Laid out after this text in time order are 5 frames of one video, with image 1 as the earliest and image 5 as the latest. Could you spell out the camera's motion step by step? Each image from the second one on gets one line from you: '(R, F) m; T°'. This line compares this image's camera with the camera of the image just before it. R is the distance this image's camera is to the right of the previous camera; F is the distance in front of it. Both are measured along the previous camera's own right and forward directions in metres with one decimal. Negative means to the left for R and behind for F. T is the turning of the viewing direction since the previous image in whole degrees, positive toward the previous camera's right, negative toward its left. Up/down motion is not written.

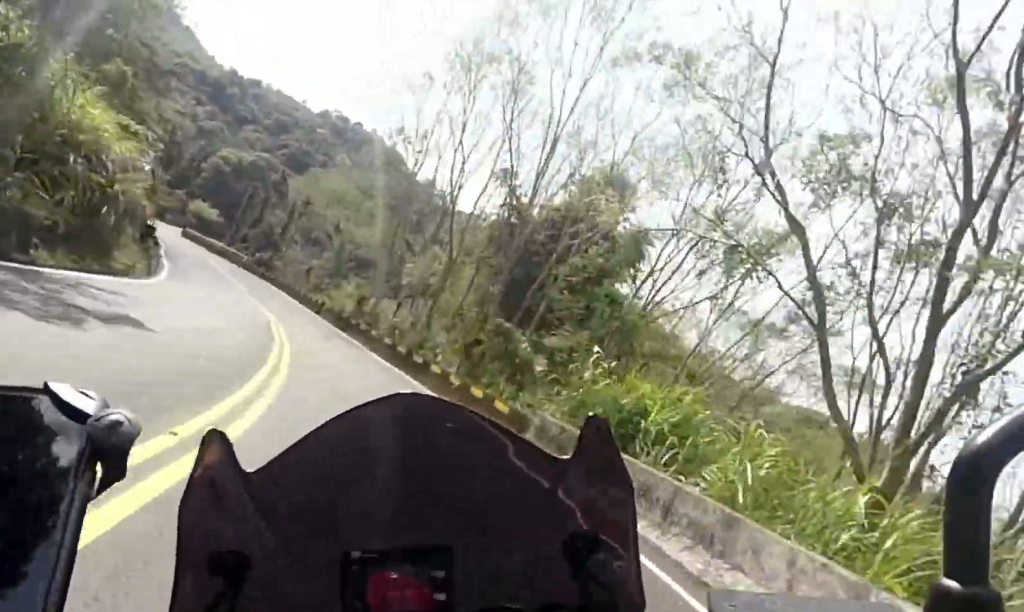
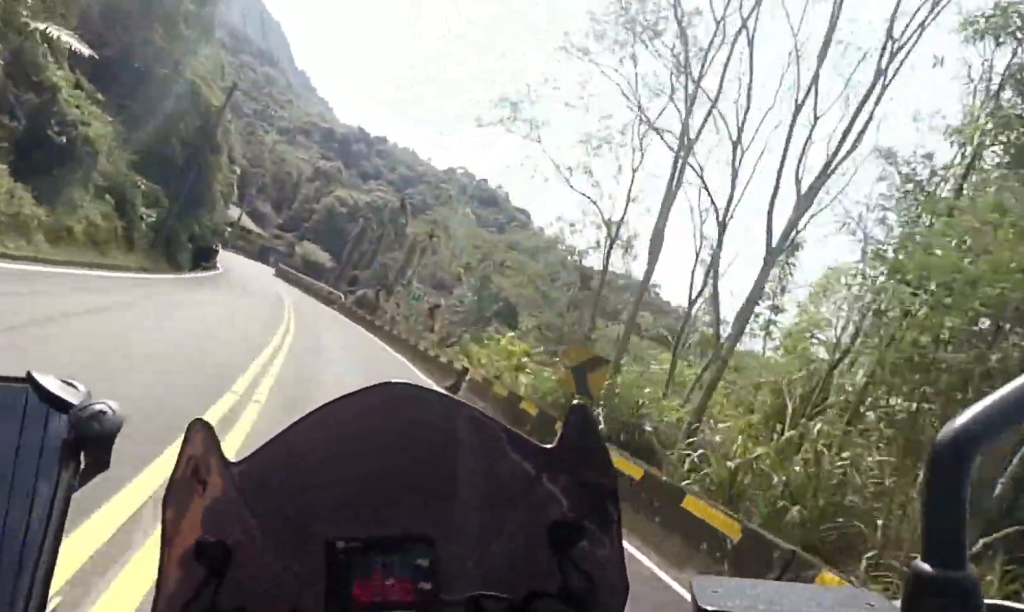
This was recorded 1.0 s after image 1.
(-1.7, +17.9) m; -11°
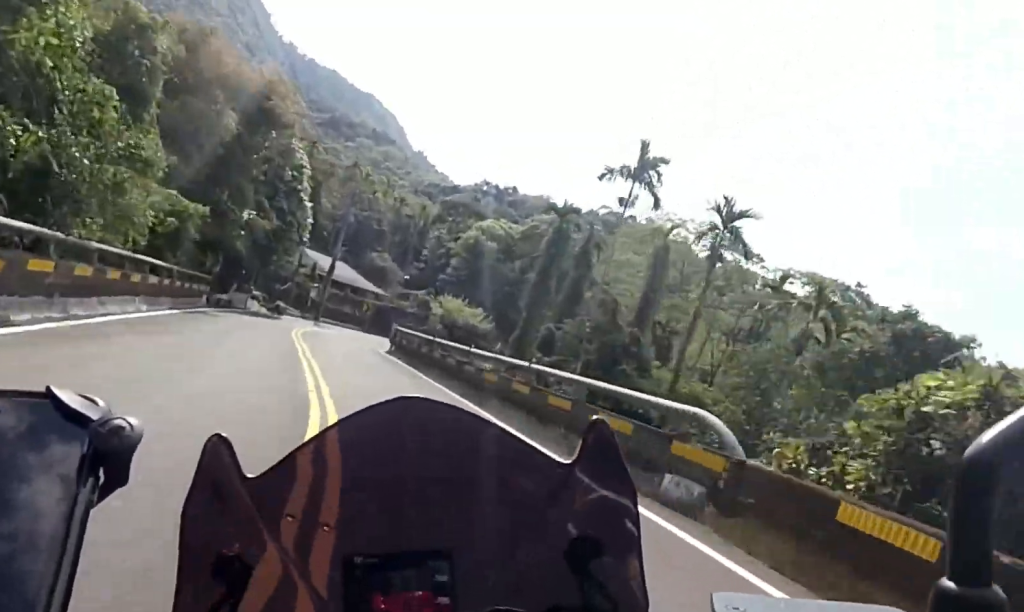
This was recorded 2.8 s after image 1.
(-5.9, +29.6) m; -17°
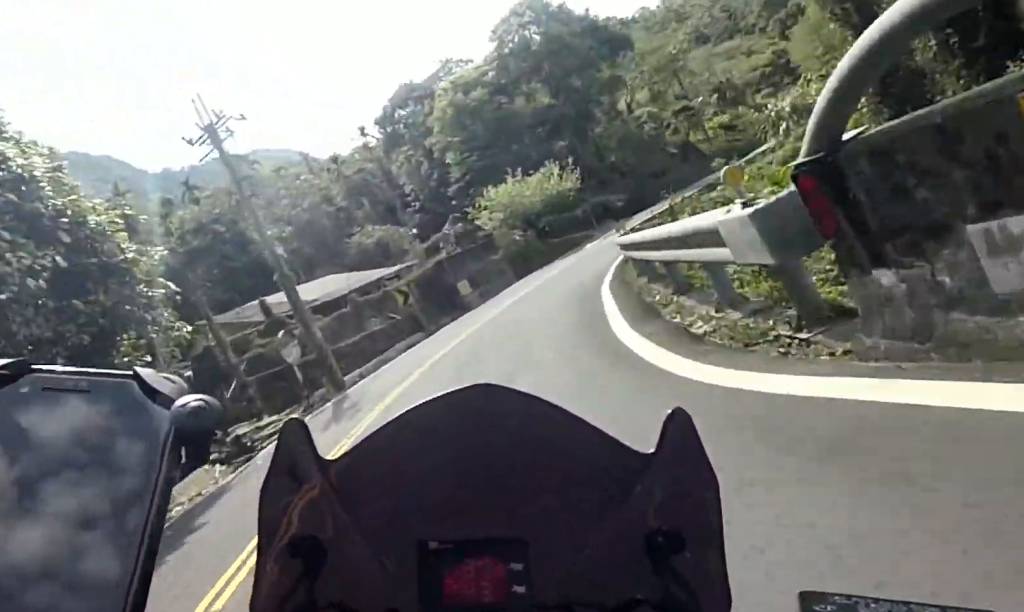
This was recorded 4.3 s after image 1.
(+1.2, +24.9) m; +23°
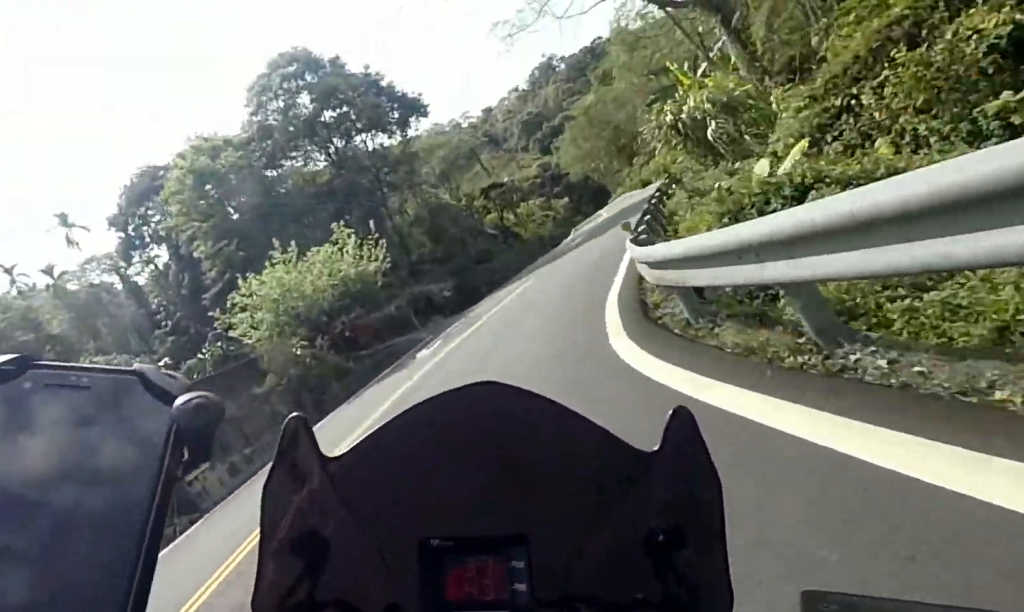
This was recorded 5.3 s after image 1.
(+3.7, +16.5) m; +18°
